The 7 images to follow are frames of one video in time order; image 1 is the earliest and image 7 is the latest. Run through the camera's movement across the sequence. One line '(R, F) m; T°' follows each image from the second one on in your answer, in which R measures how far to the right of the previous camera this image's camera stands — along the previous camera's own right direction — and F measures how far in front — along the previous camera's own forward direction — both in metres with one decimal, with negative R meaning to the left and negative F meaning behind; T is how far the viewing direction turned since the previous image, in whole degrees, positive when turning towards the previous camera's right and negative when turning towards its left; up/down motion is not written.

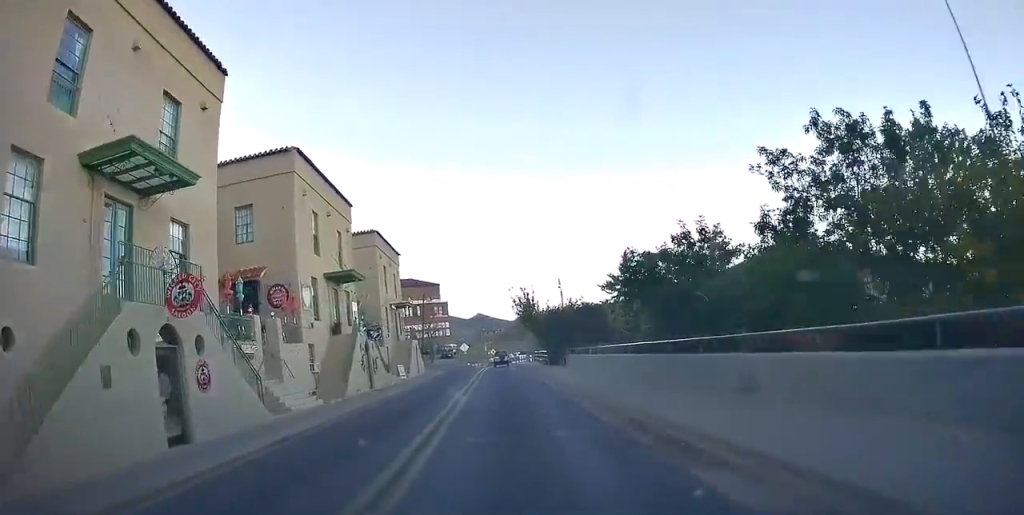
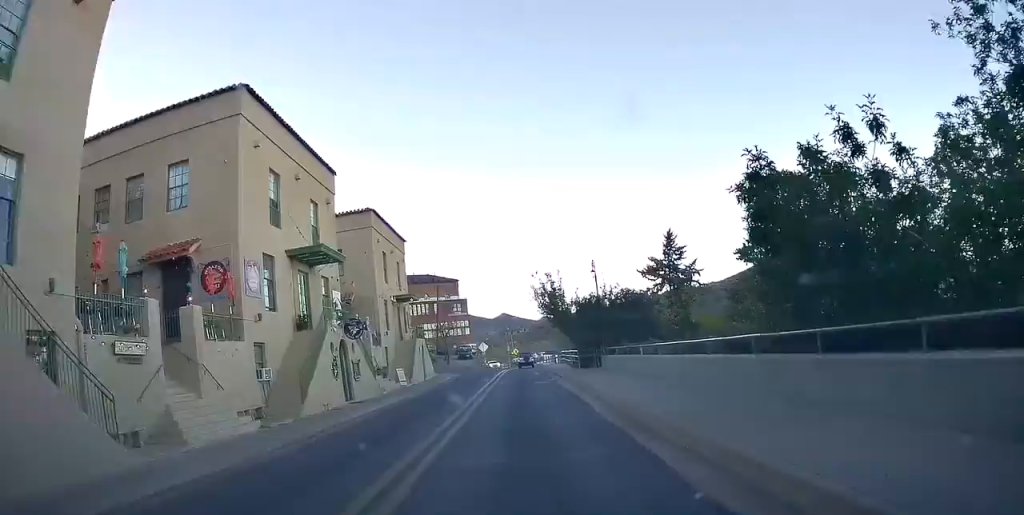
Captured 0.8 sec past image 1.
(-0.7, +7.7) m; -7°
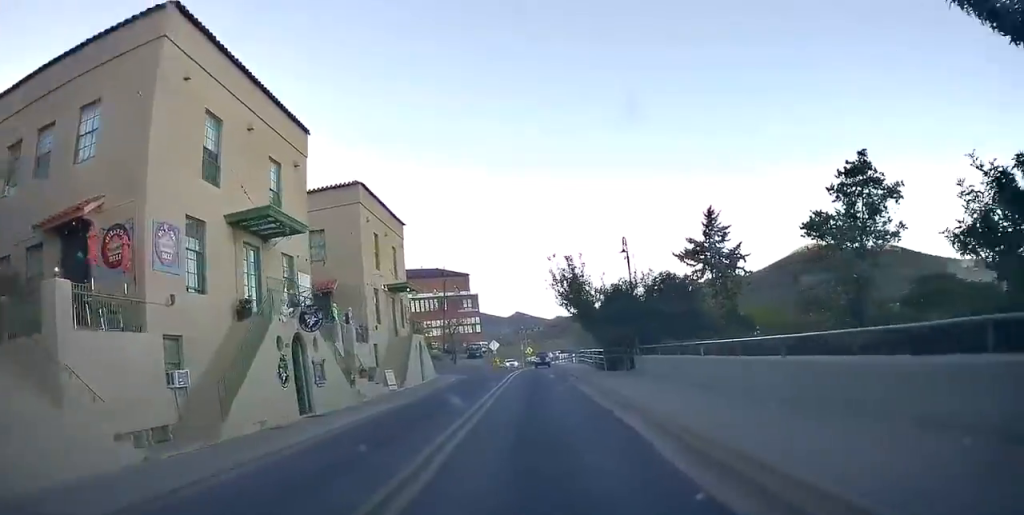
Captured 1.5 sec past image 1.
(-0.3, +6.2) m; -1°
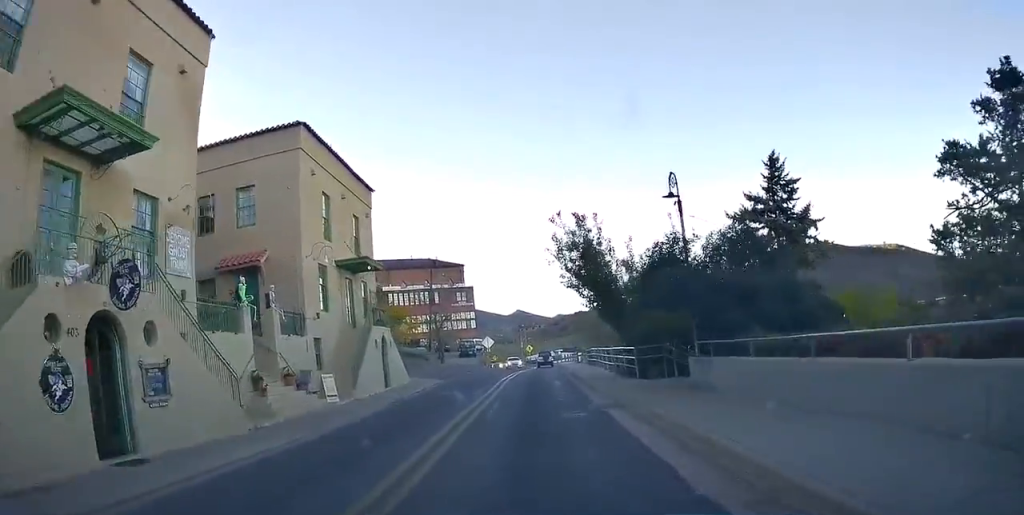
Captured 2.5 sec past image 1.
(+0.1, +9.4) m; +4°
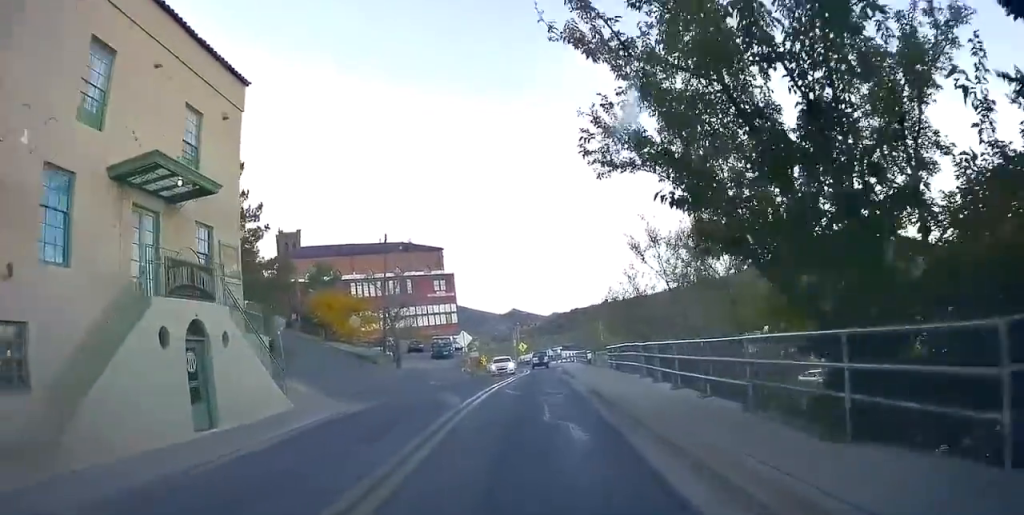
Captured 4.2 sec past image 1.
(+1.2, +16.1) m; +3°
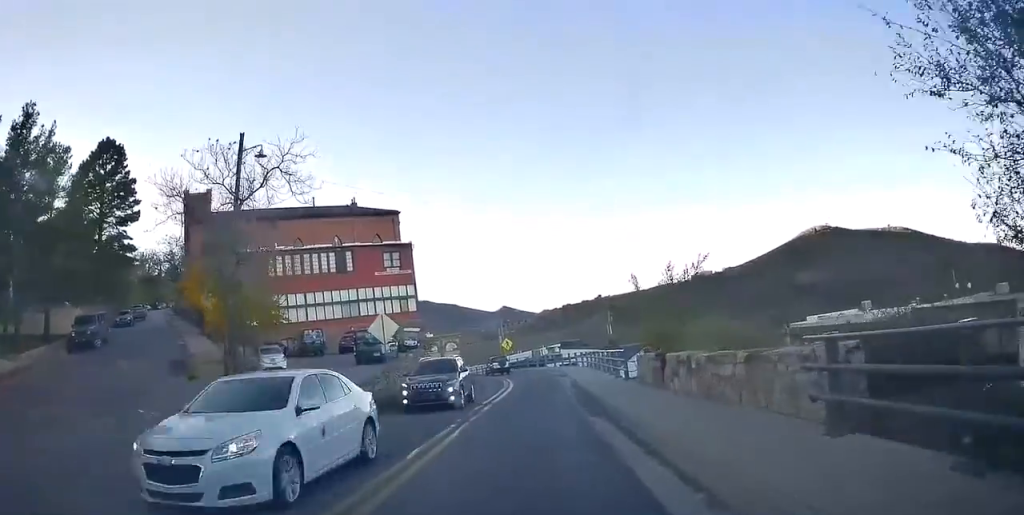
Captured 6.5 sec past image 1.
(-1.1, +21.5) m; -1°
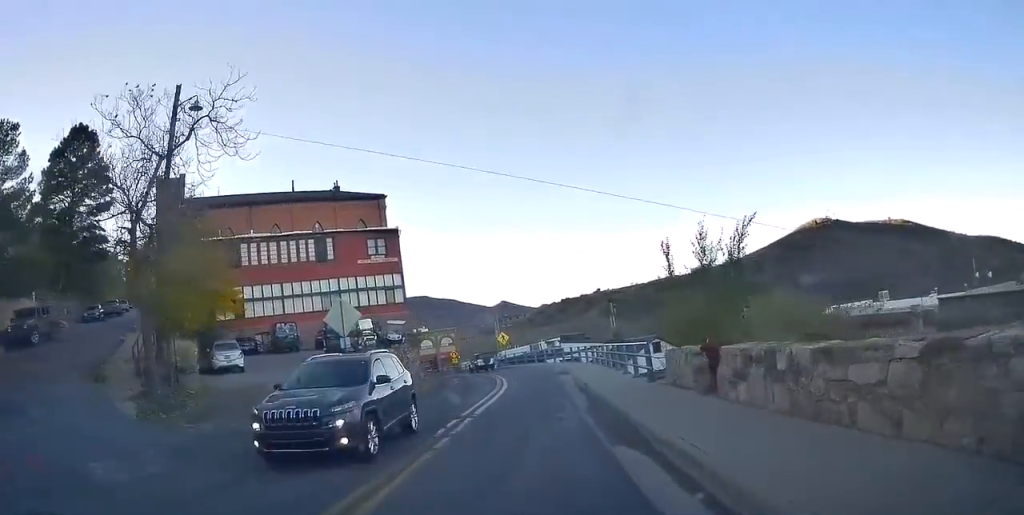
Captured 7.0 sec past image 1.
(+0.3, +4.7) m; +1°
